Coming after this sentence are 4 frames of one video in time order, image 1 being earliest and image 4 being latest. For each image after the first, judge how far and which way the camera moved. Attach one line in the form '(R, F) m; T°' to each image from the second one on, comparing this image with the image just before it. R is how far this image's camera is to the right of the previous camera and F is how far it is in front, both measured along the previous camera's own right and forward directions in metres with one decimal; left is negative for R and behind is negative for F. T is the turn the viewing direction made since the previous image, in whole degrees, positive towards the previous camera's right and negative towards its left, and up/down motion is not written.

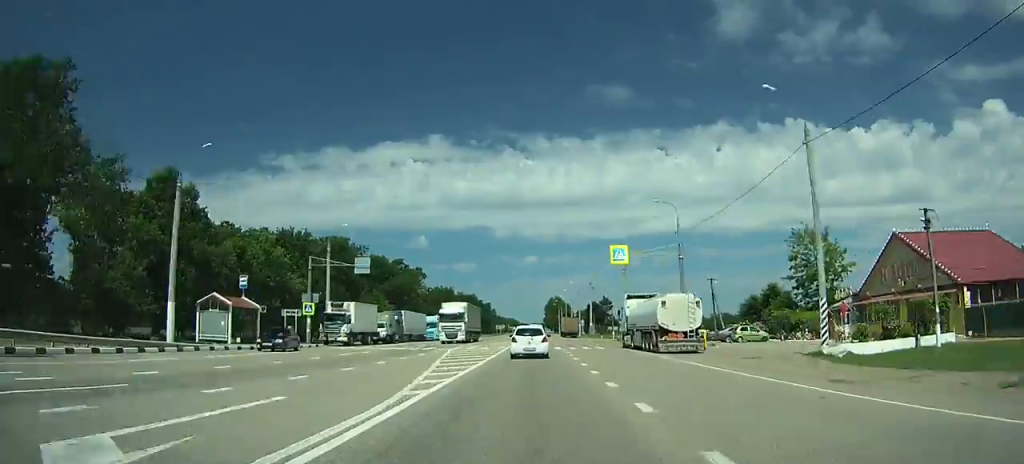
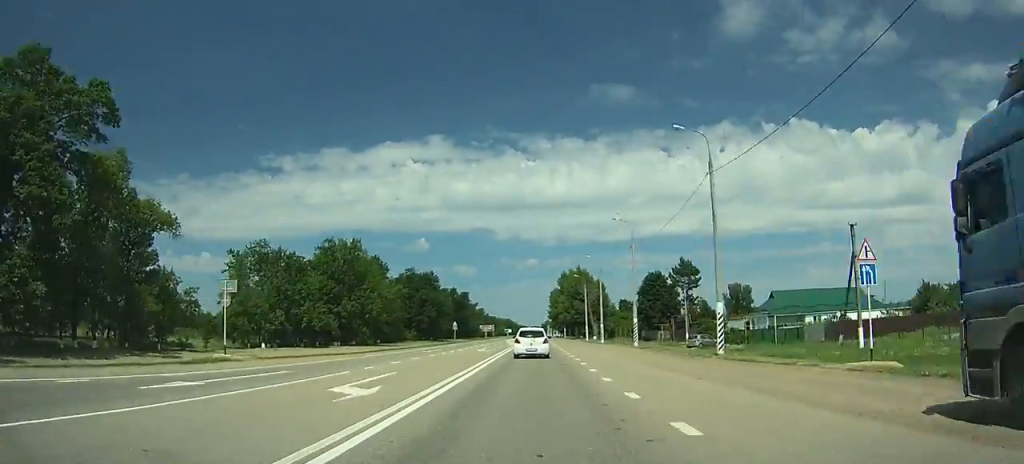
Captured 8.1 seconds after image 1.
(+1.6, +121.5) m; +1°
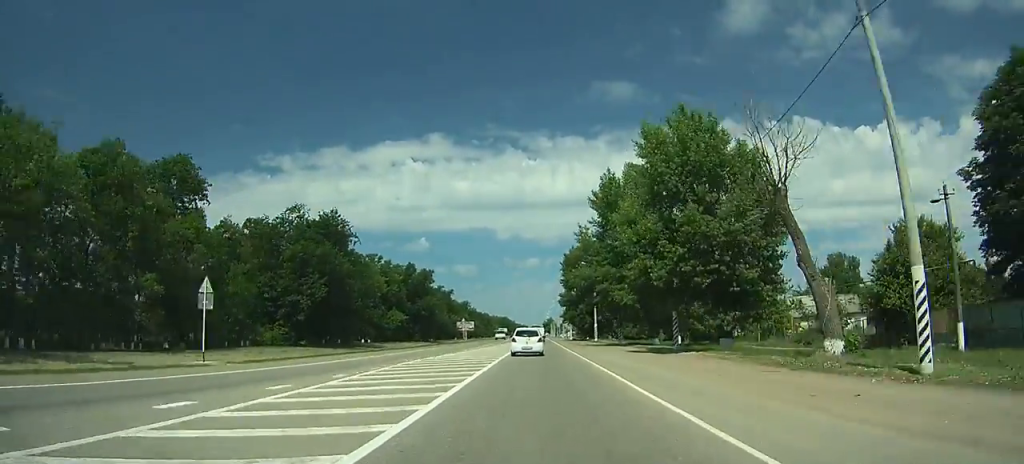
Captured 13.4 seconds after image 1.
(-0.2, +91.4) m; 0°
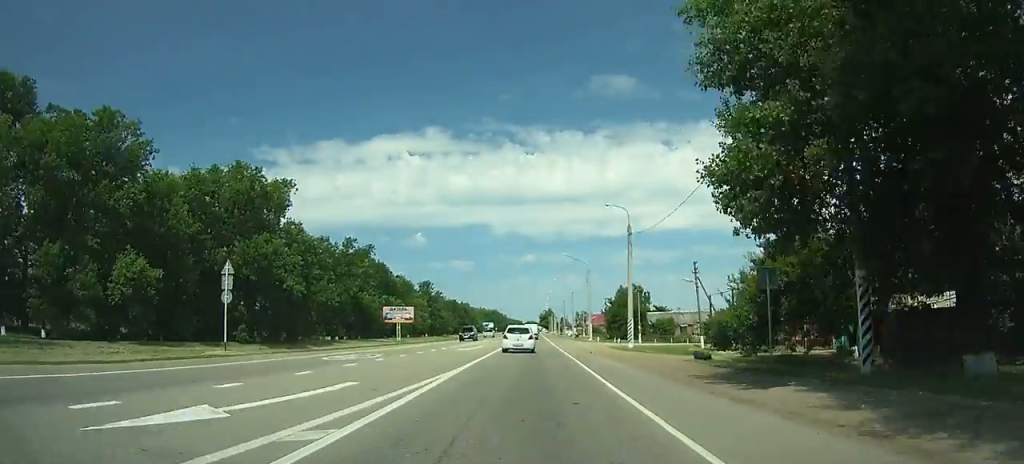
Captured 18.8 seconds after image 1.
(+0.3, +93.3) m; 0°
